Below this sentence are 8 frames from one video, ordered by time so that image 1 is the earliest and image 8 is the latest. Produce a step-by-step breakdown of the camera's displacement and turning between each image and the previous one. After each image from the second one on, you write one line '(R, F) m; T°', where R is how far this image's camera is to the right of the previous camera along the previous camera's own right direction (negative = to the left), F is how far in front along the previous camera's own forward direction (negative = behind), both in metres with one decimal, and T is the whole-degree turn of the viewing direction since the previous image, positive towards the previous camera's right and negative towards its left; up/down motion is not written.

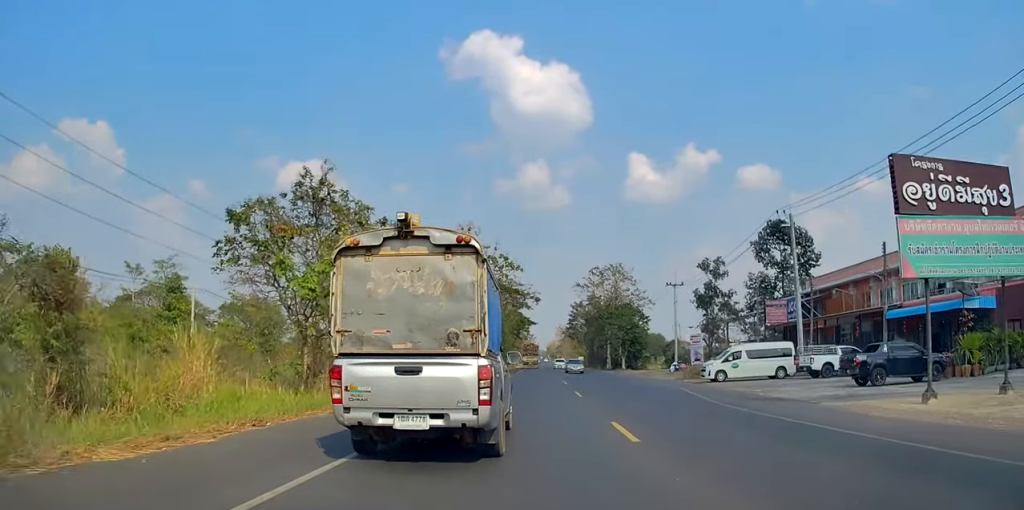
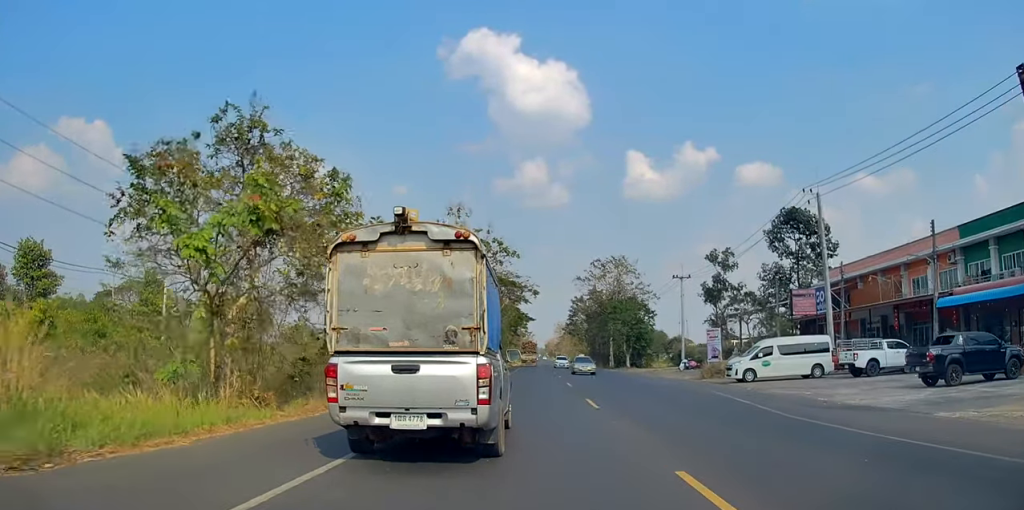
(+0.2, +5.7) m; 0°
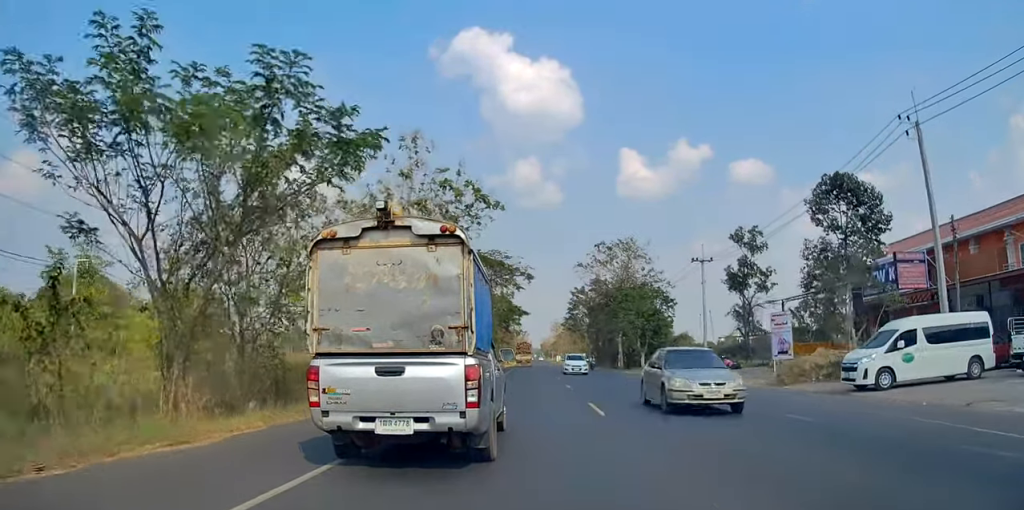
(0.0, +14.4) m; -1°
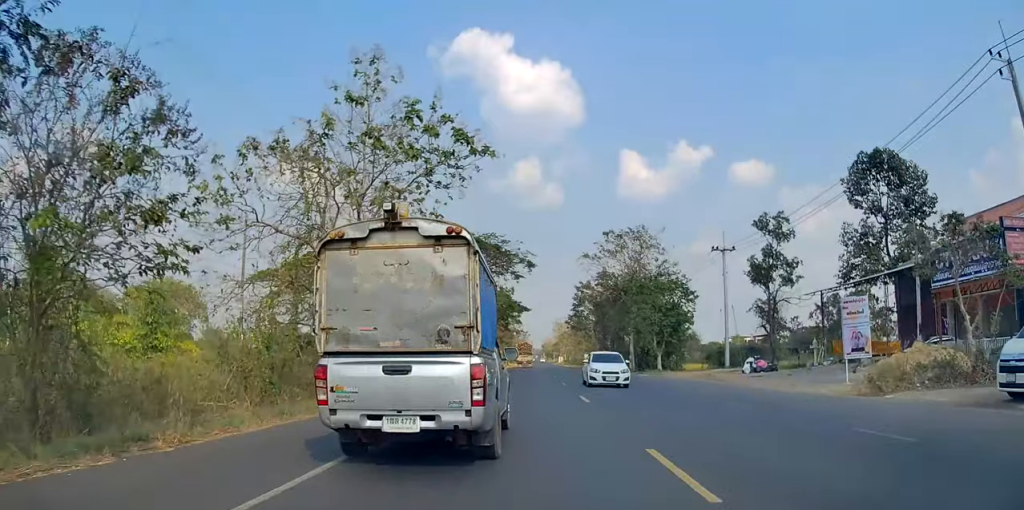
(0.0, +8.1) m; +1°
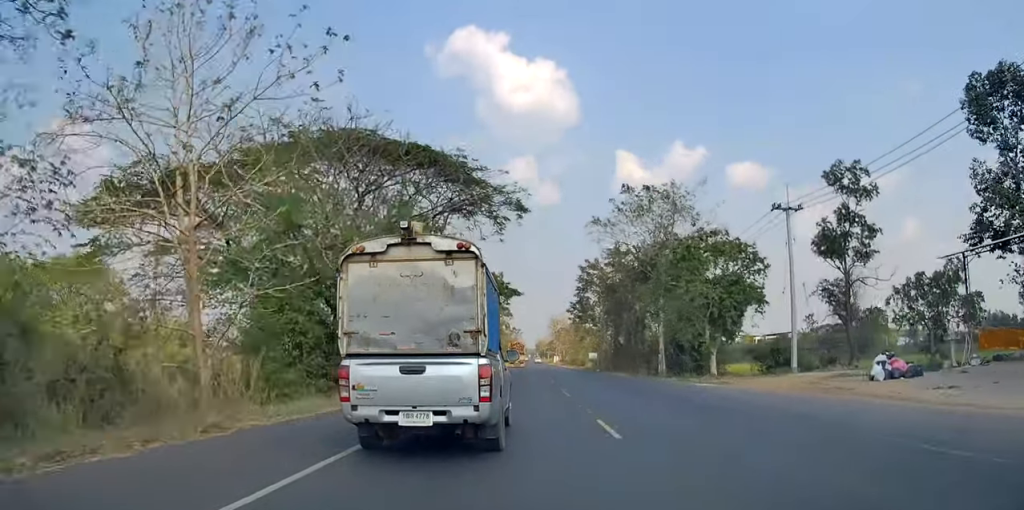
(+0.6, +19.5) m; +3°
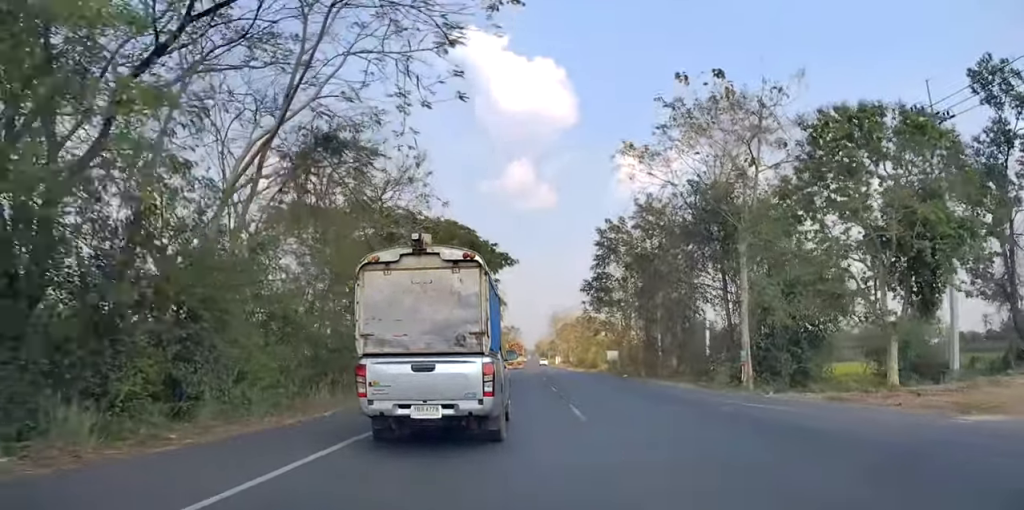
(-0.1, +20.1) m; 0°
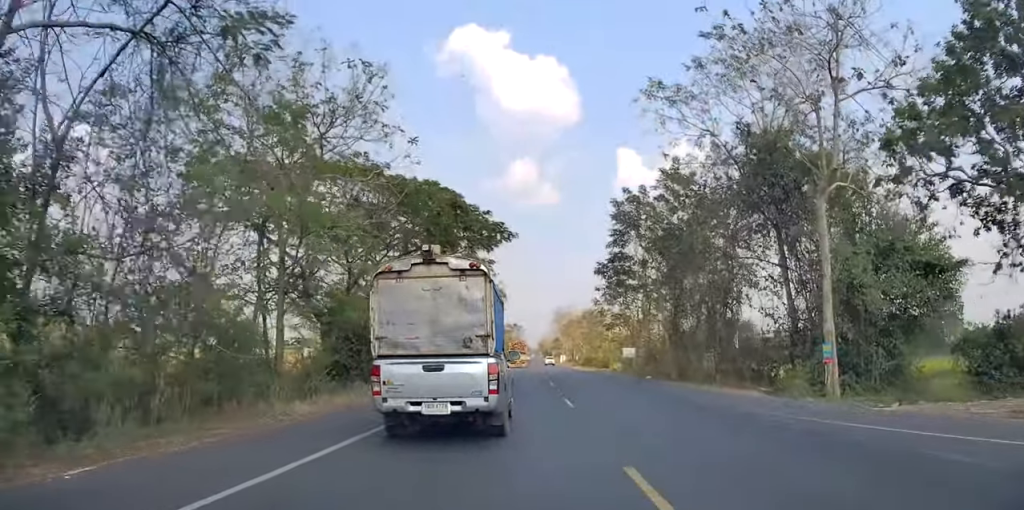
(+0.1, +8.2) m; 0°
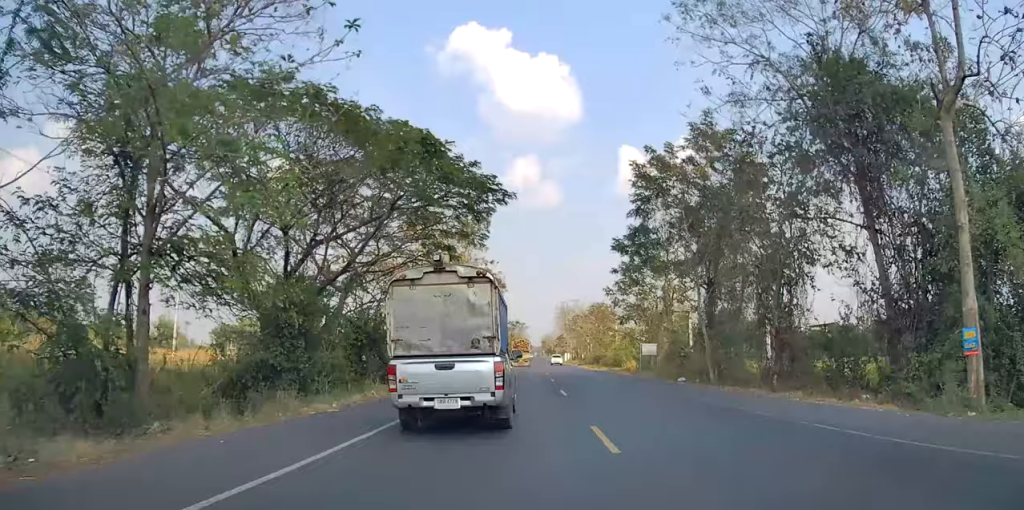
(0.0, +8.0) m; -1°
